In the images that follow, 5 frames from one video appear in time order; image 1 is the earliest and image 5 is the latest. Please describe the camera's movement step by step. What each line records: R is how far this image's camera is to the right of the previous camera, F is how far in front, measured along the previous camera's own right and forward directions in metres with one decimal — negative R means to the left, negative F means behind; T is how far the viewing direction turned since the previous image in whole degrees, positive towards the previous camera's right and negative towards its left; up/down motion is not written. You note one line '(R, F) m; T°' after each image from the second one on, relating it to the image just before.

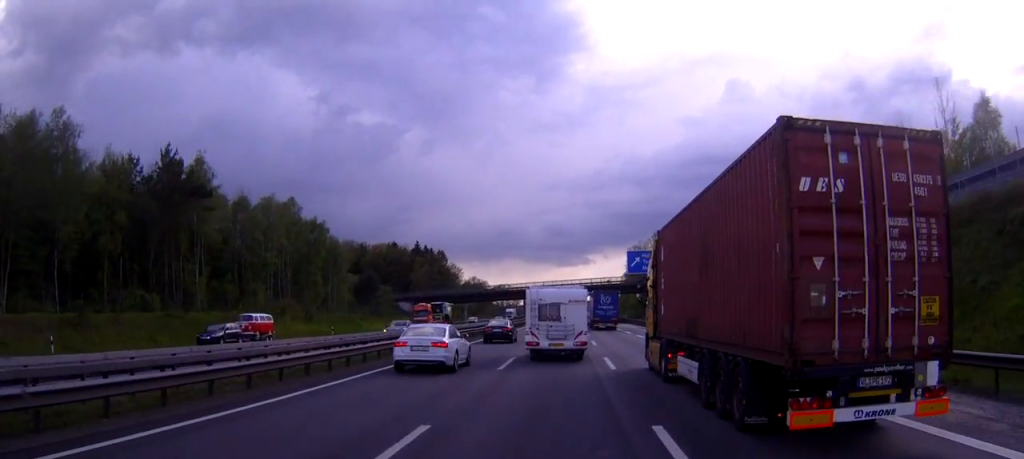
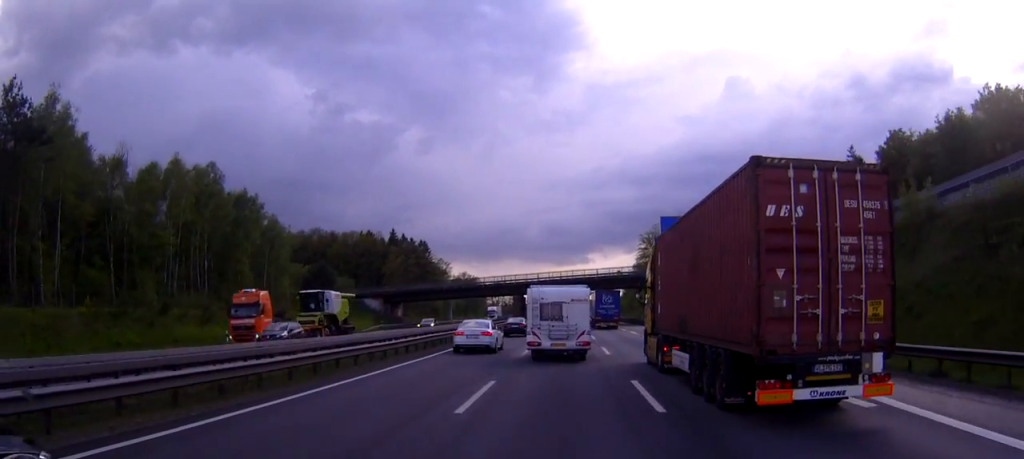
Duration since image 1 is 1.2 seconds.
(+0.2, +28.3) m; +1°
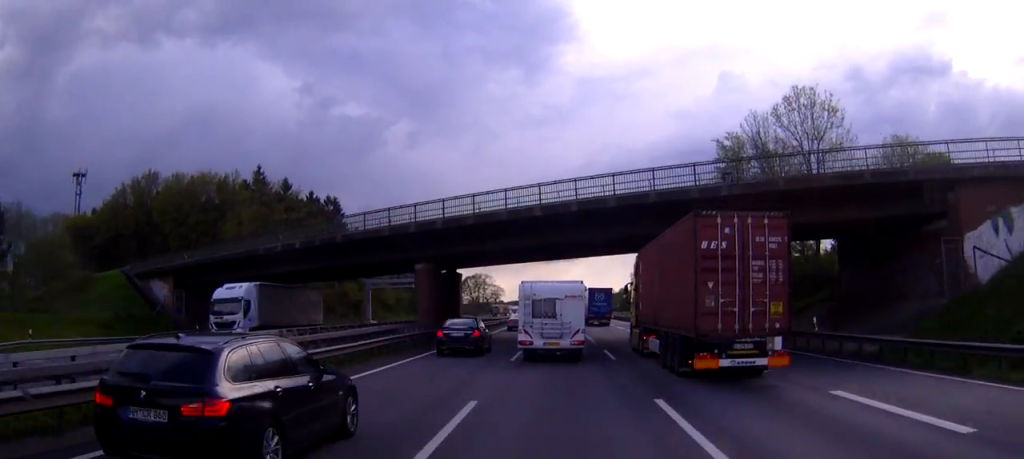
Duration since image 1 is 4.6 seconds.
(+0.9, +75.4) m; 0°
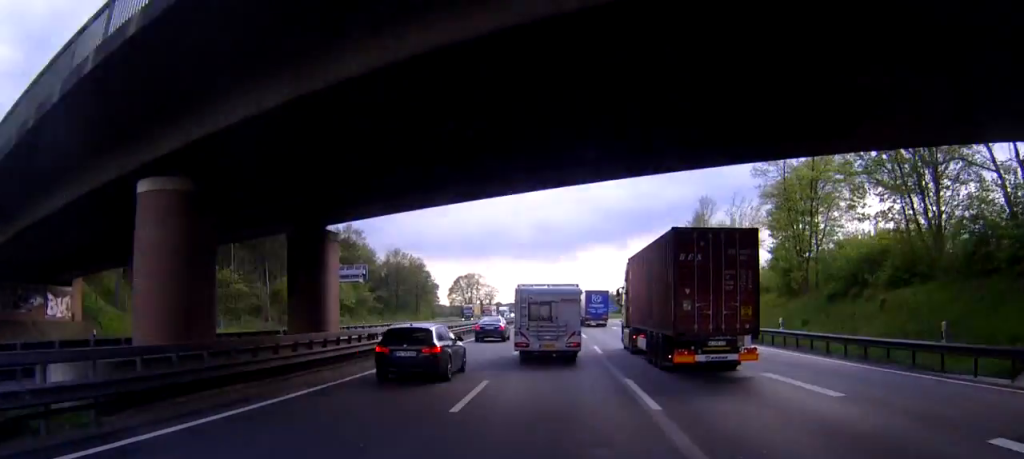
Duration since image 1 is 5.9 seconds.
(-0.3, +31.0) m; -1°
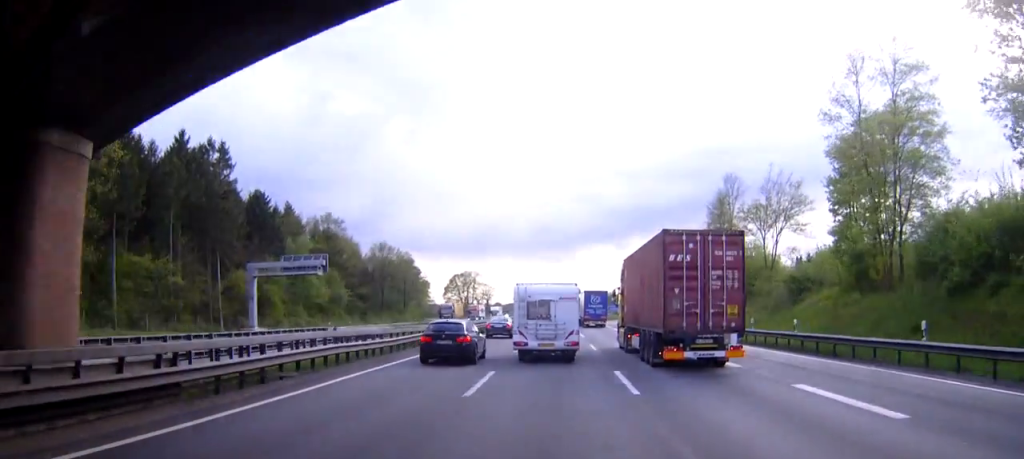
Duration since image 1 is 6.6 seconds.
(0.0, +15.3) m; 0°
